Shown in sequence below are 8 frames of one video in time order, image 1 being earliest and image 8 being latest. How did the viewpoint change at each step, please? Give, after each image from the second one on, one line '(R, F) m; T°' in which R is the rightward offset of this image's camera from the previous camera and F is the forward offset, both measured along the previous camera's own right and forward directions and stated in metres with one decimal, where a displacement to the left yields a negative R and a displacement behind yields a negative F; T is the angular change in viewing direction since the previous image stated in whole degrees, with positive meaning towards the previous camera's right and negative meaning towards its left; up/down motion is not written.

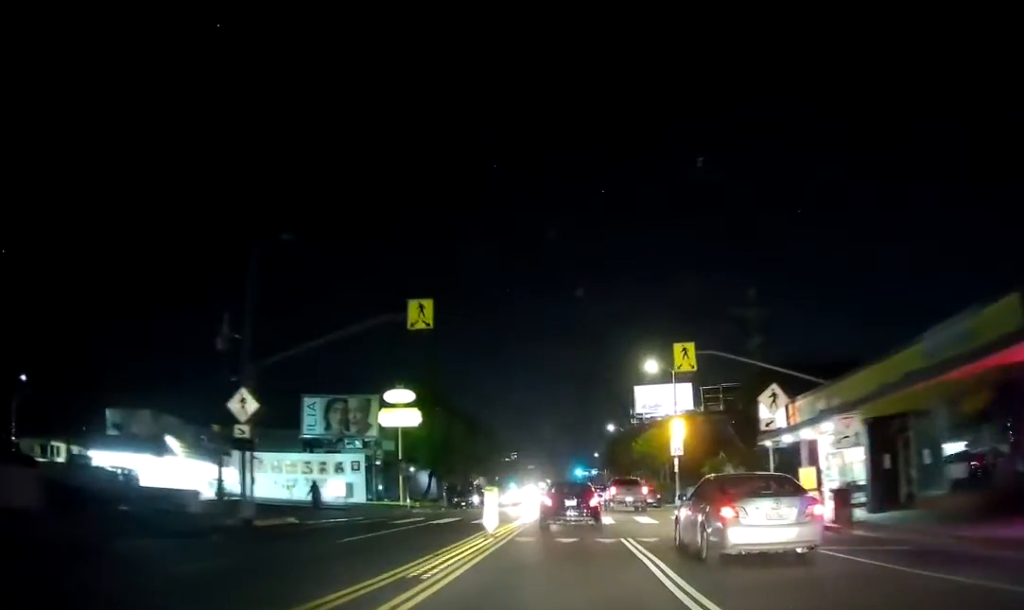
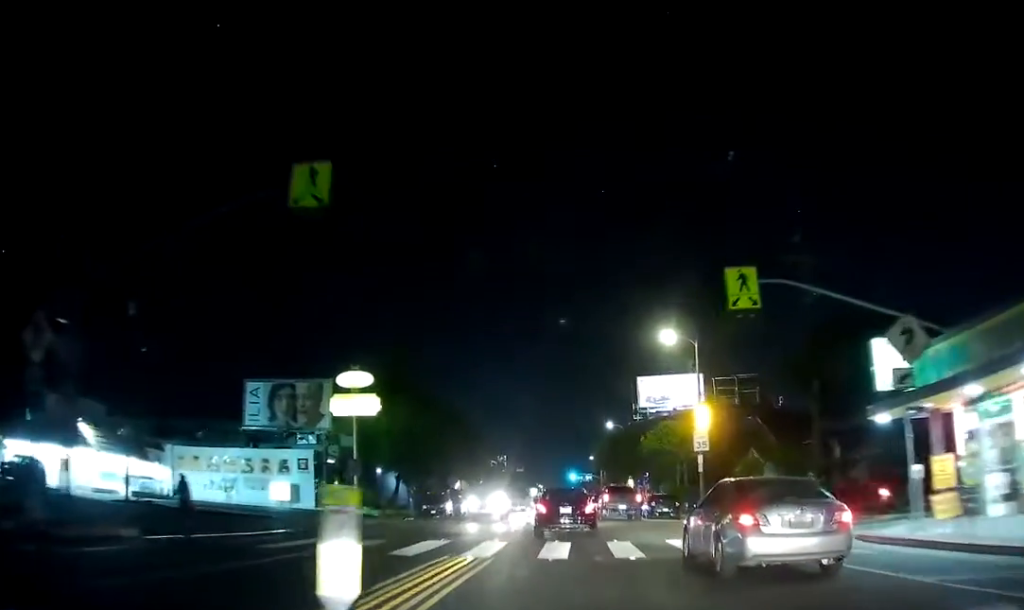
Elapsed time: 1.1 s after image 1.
(+0.2, +11.7) m; +2°
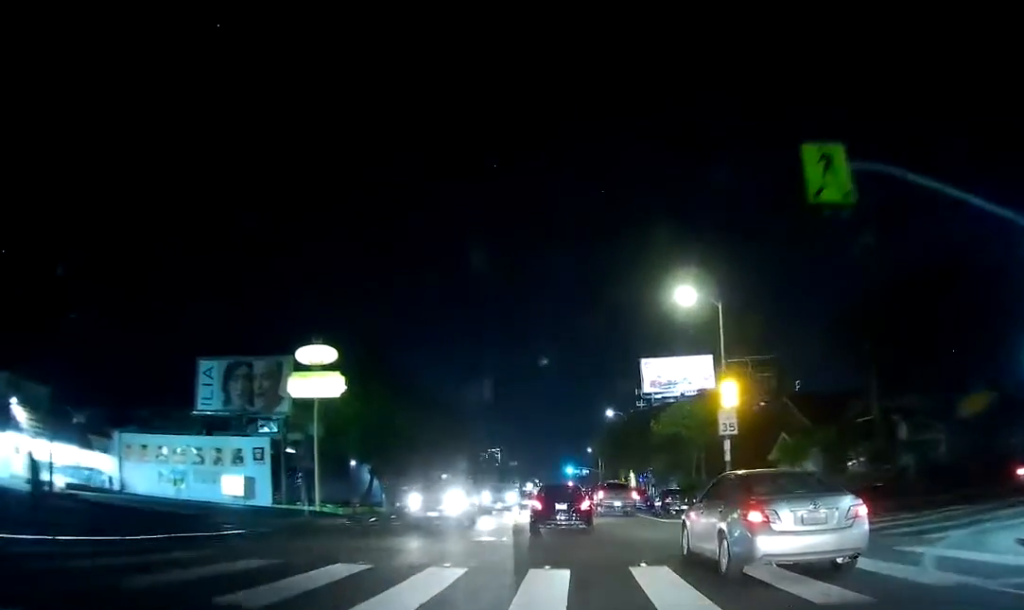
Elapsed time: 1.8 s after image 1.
(+0.2, +7.8) m; +1°
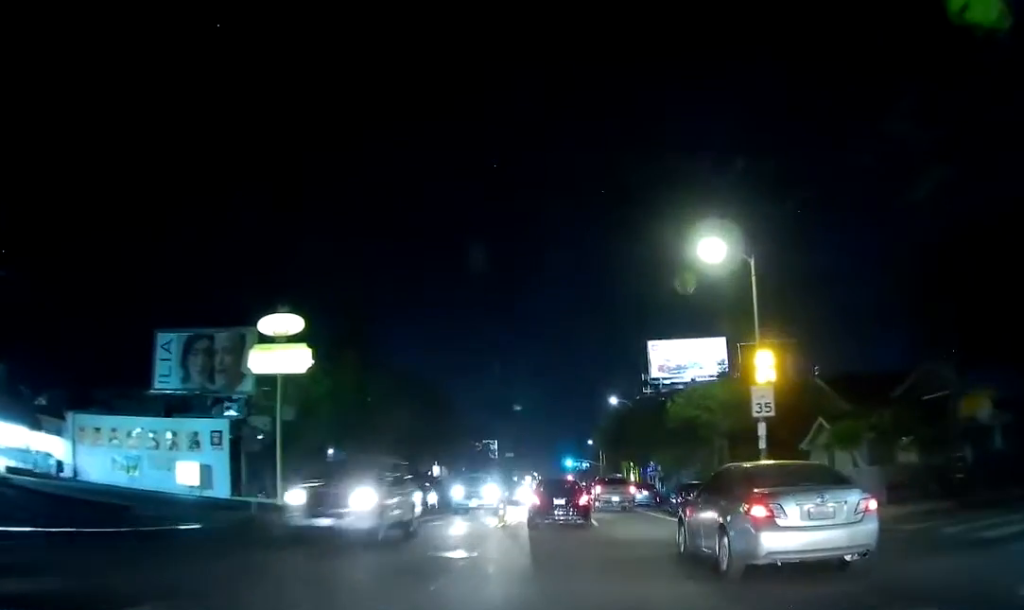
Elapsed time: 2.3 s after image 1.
(0.0, +5.9) m; 0°
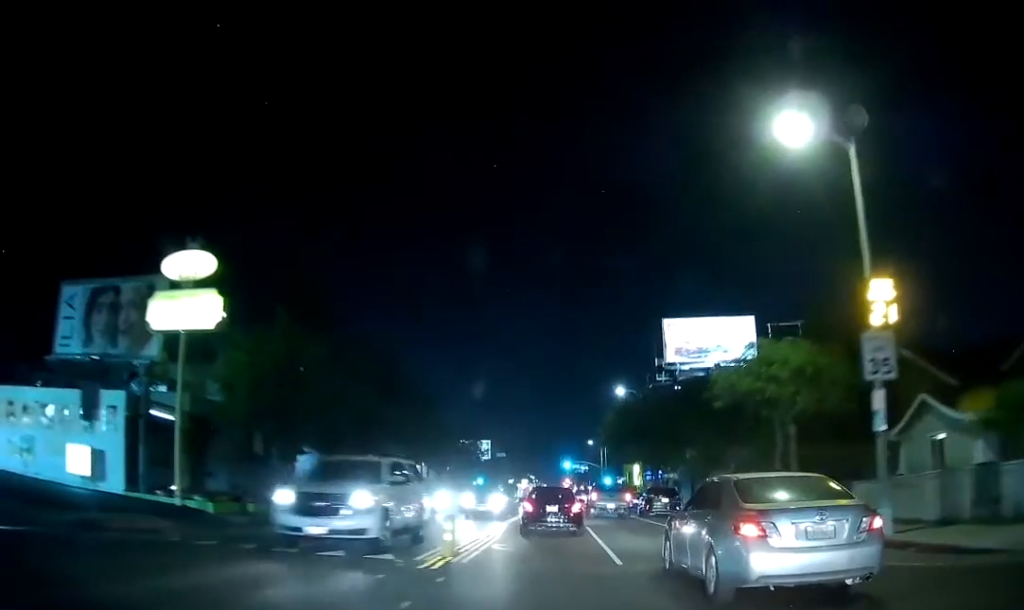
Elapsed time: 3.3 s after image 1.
(0.0, +11.0) m; 0°
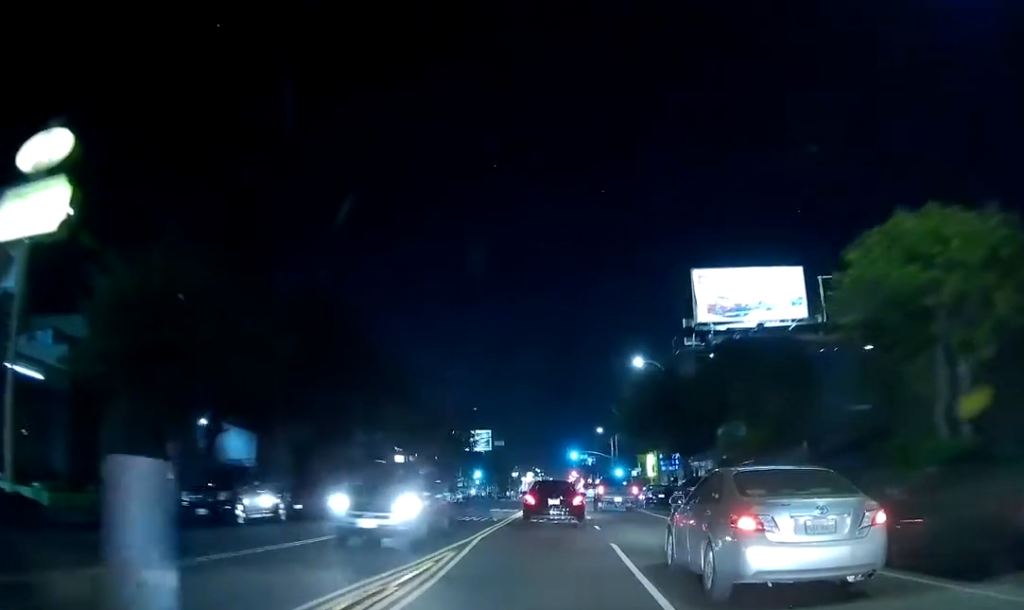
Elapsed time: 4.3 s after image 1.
(0.0, +11.3) m; 0°
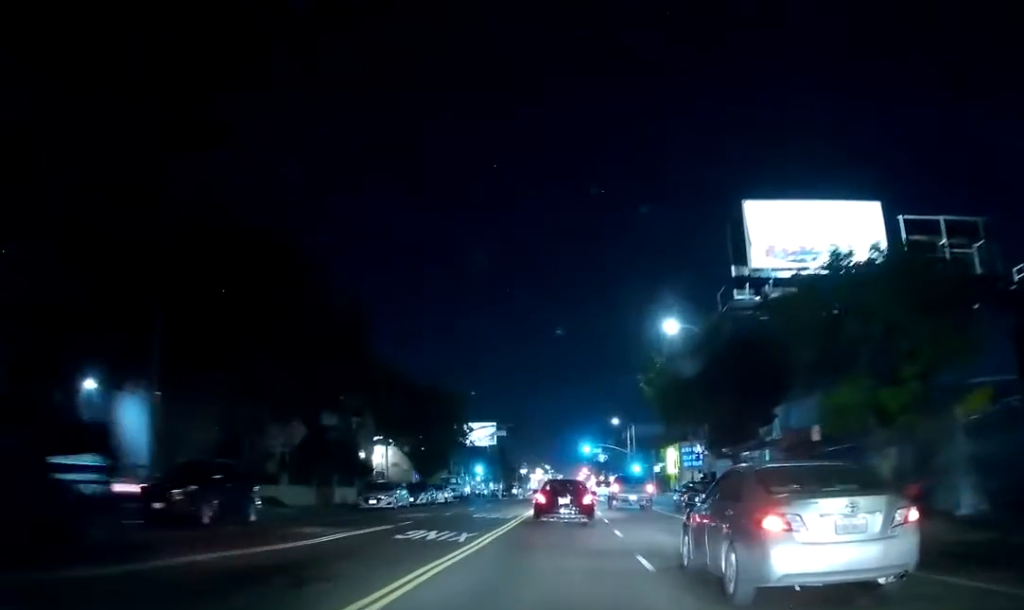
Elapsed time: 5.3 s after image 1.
(0.0, +11.0) m; -3°
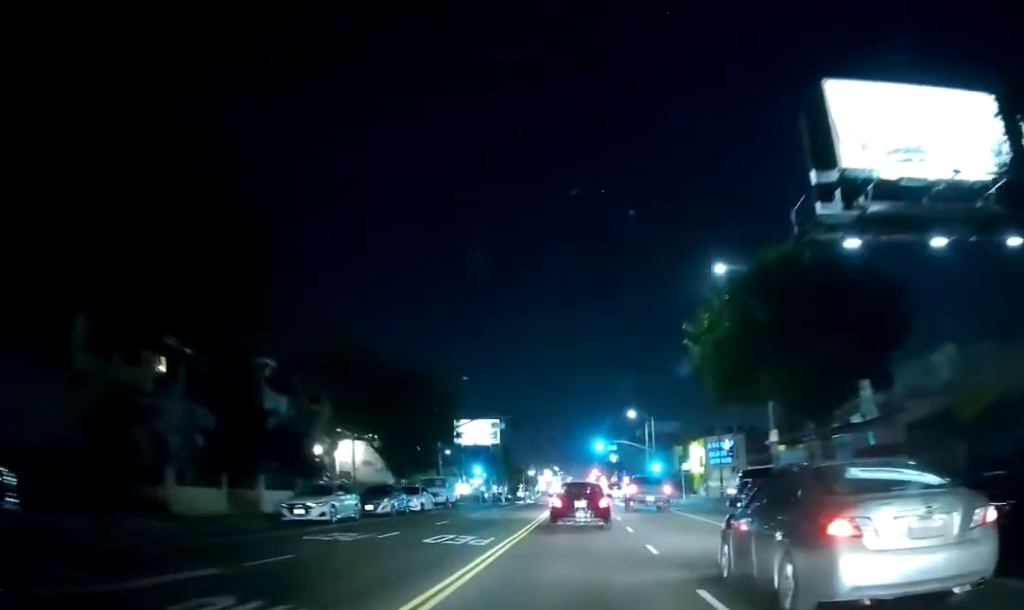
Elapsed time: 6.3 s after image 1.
(-0.6, +11.3) m; 0°
